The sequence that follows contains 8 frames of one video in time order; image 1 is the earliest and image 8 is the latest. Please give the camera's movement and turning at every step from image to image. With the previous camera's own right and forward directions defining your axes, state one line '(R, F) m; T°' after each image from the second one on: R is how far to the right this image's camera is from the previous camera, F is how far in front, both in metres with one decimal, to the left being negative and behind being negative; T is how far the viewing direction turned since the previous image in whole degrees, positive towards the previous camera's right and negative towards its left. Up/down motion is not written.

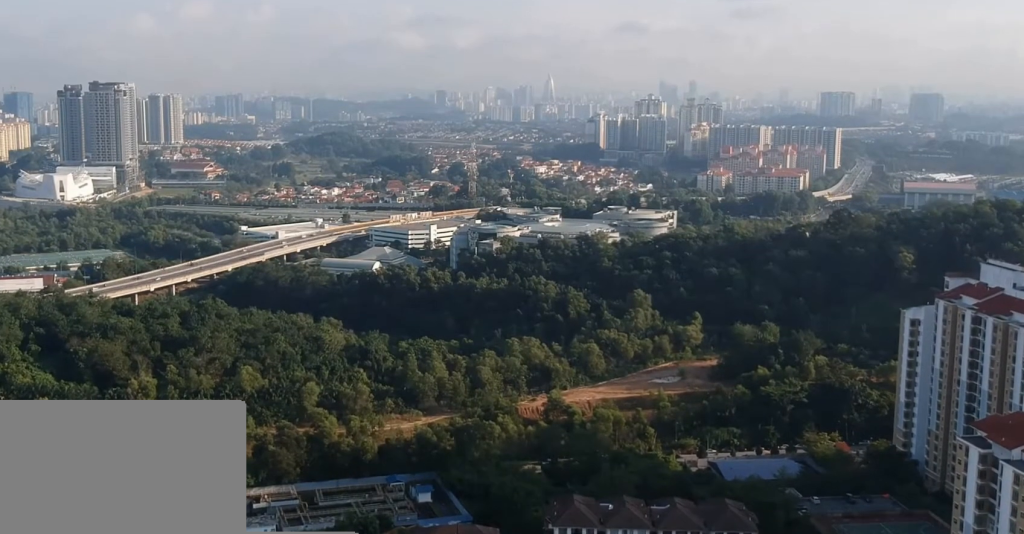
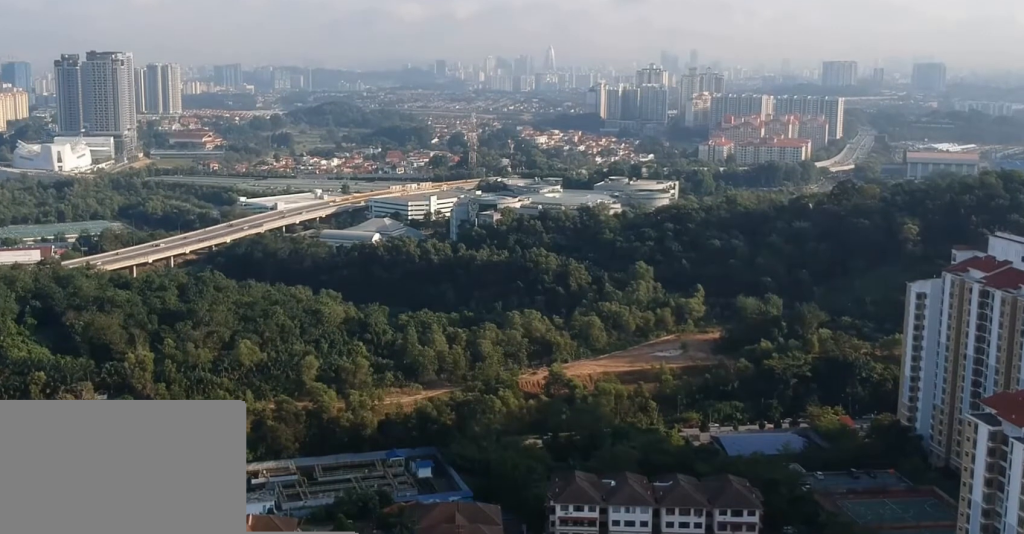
(0.0, +4.5) m; 0°
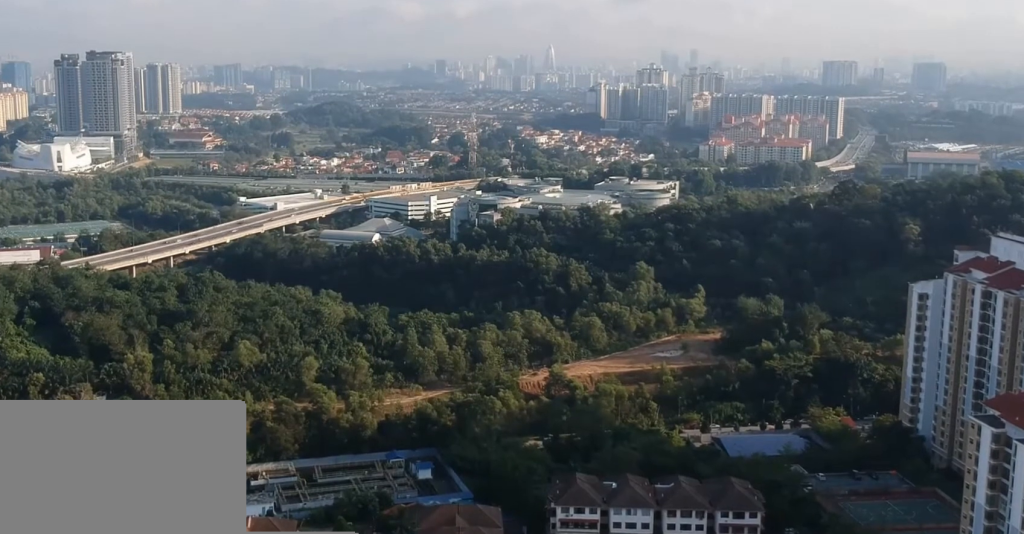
(0.0, +1.3) m; 0°
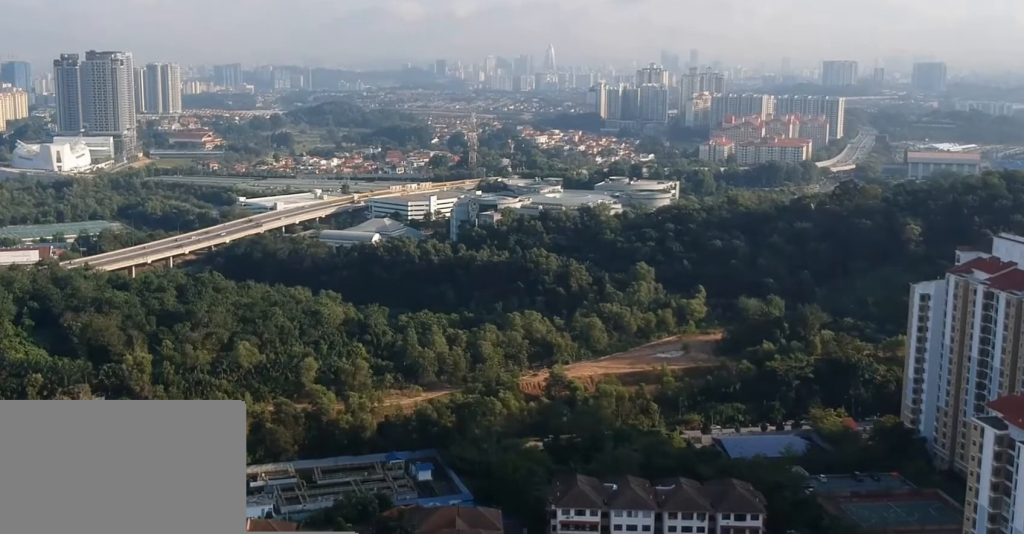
(0.0, +1.2) m; 0°
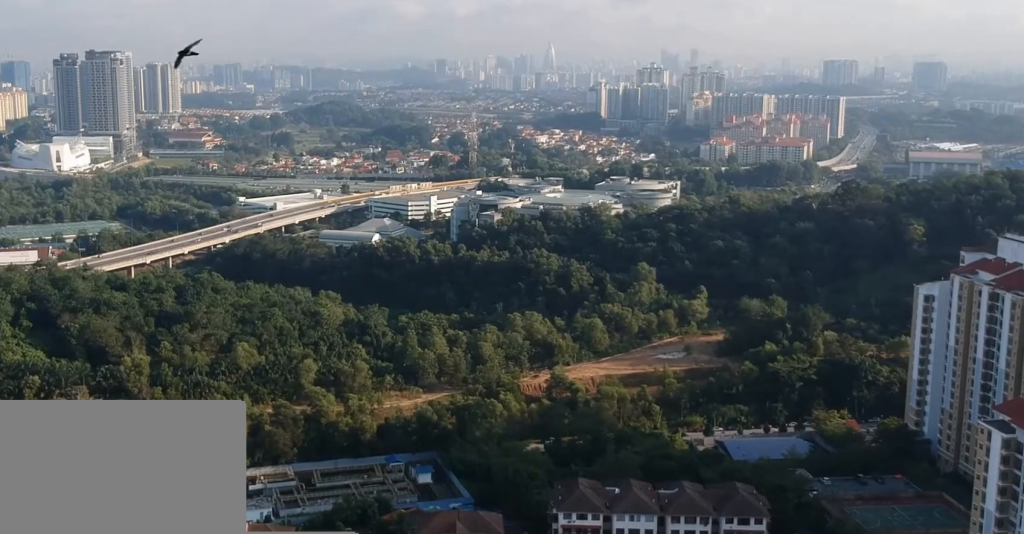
(0.0, +2.6) m; 0°
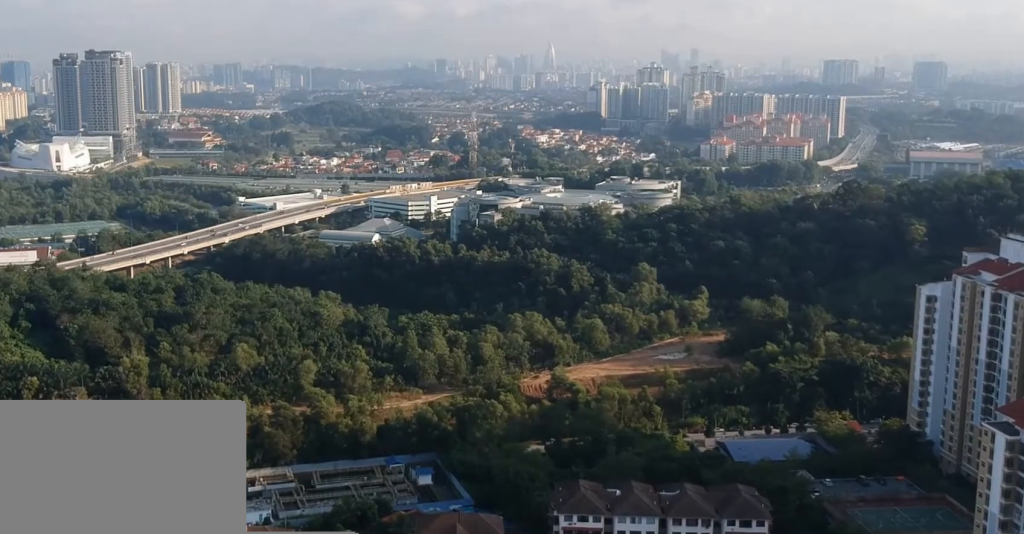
(0.0, +1.3) m; 0°
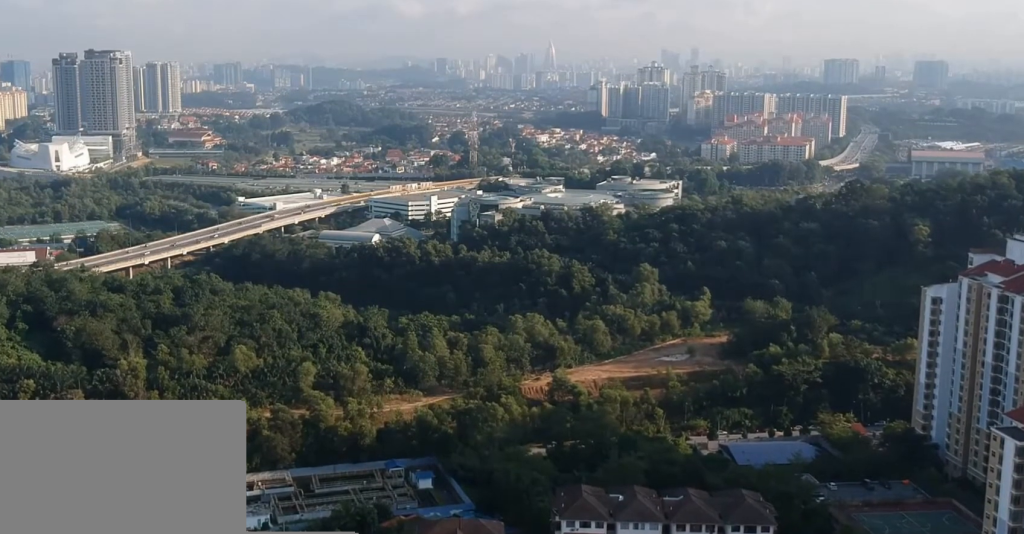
(0.0, +3.2) m; 0°
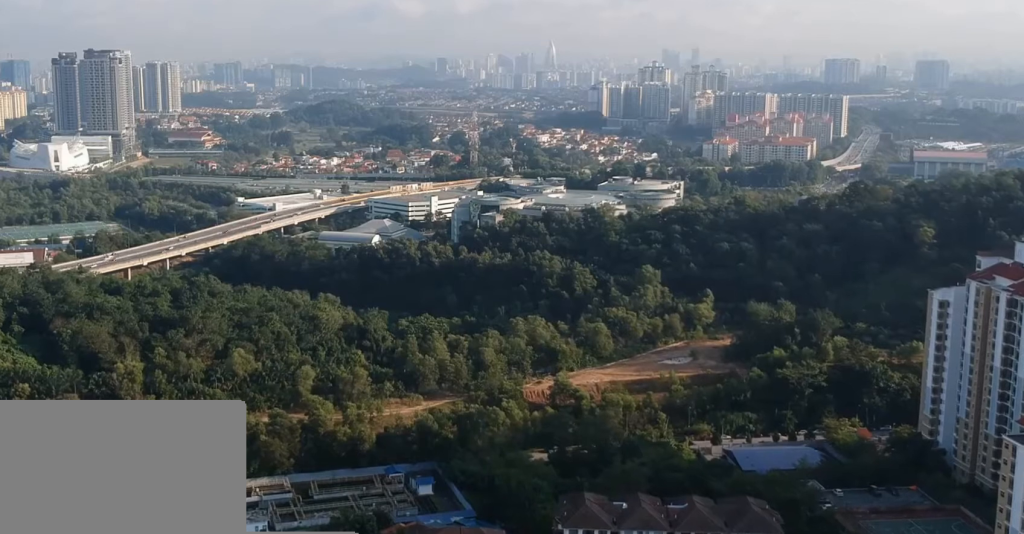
(0.0, +4.2) m; -1°
